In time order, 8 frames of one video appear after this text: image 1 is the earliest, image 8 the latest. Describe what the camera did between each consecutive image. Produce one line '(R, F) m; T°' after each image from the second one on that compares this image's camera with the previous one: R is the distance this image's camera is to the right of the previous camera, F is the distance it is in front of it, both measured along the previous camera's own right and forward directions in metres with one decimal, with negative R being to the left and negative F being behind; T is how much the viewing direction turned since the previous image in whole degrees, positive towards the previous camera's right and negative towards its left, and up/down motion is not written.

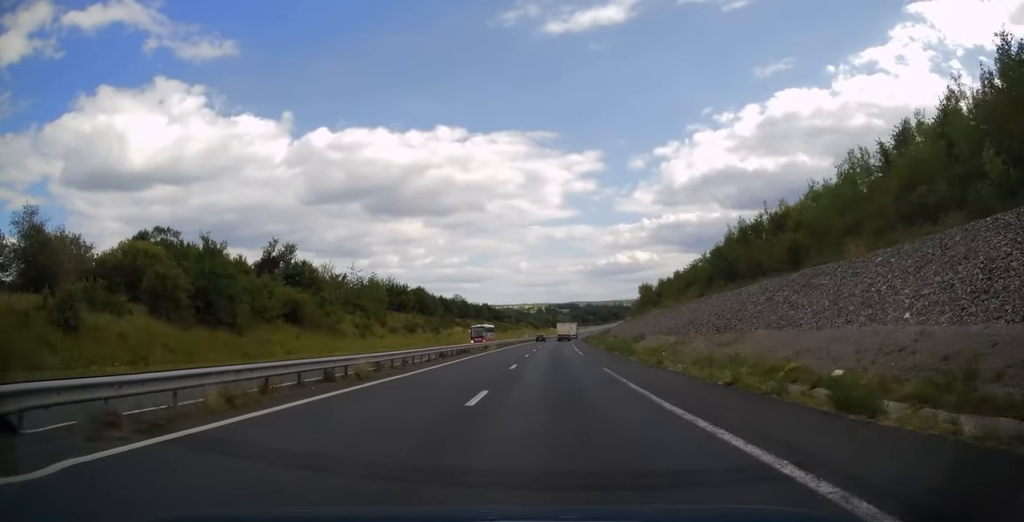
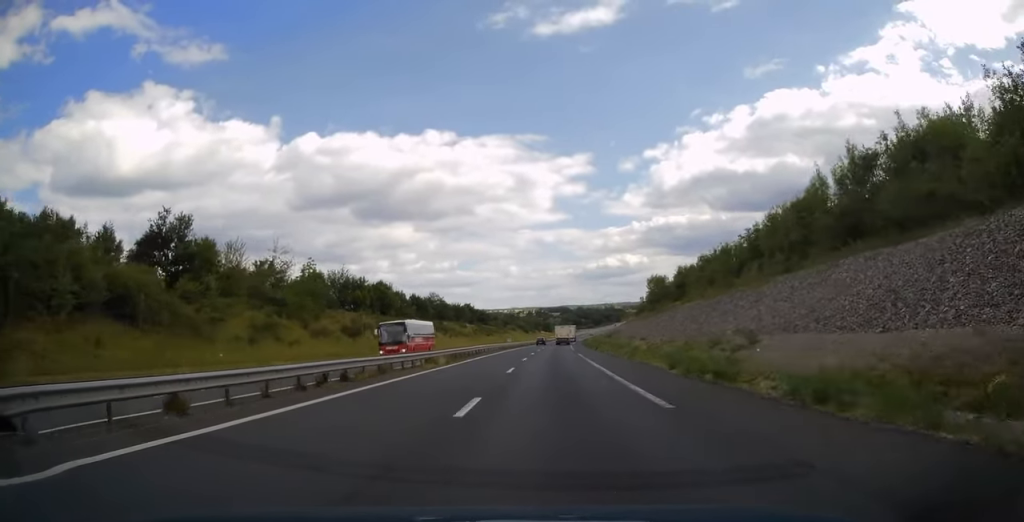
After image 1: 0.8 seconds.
(+0.3, +27.6) m; +1°
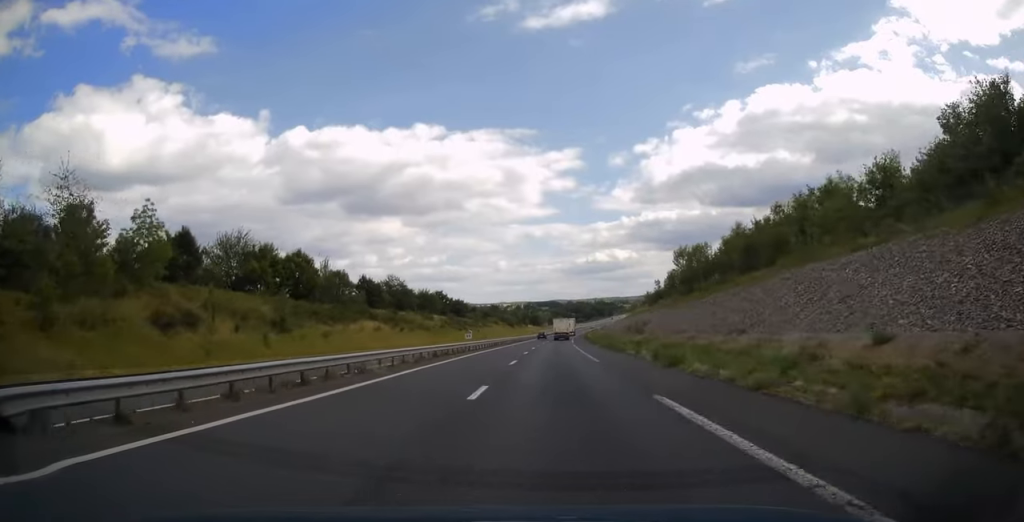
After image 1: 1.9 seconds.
(+0.3, +37.6) m; +1°
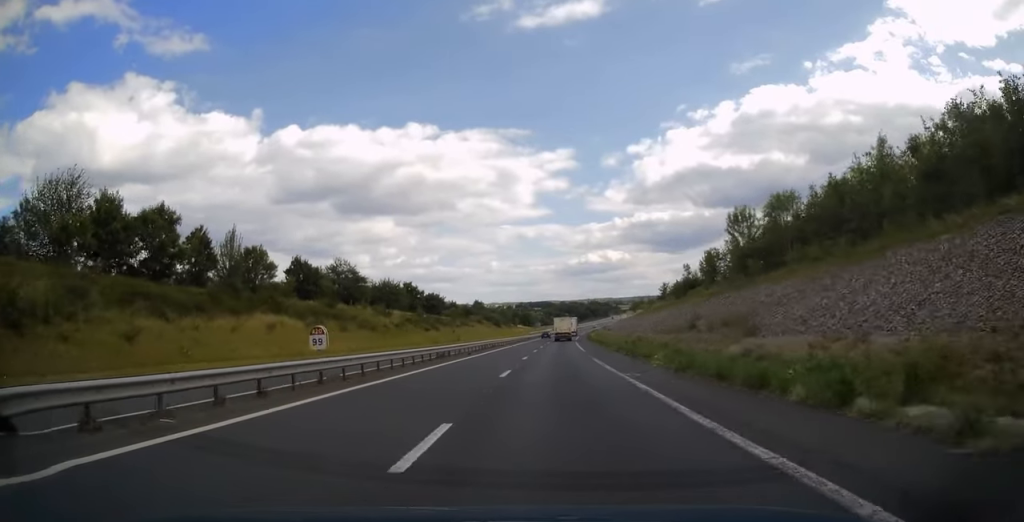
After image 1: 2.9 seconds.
(+0.3, +32.7) m; +1°
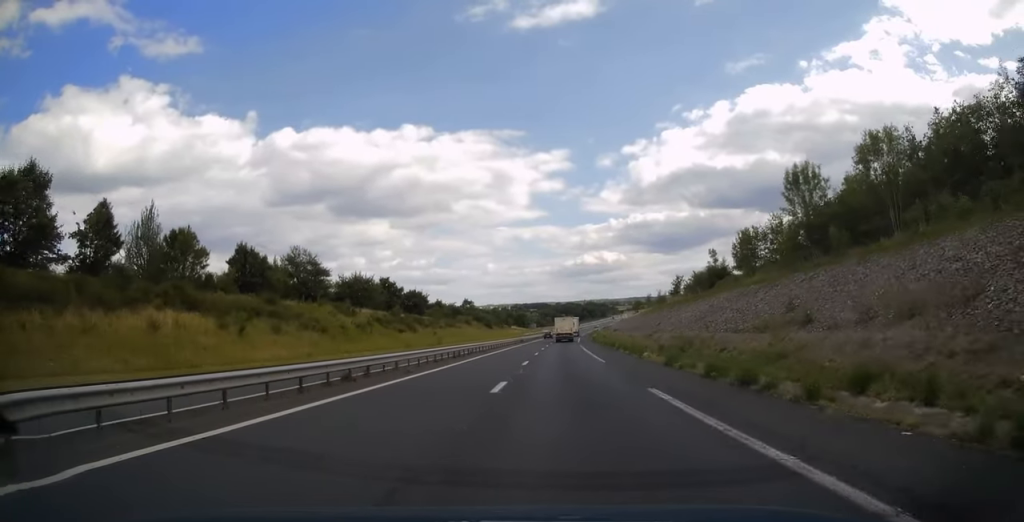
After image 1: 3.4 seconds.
(0.0, +17.8) m; 0°
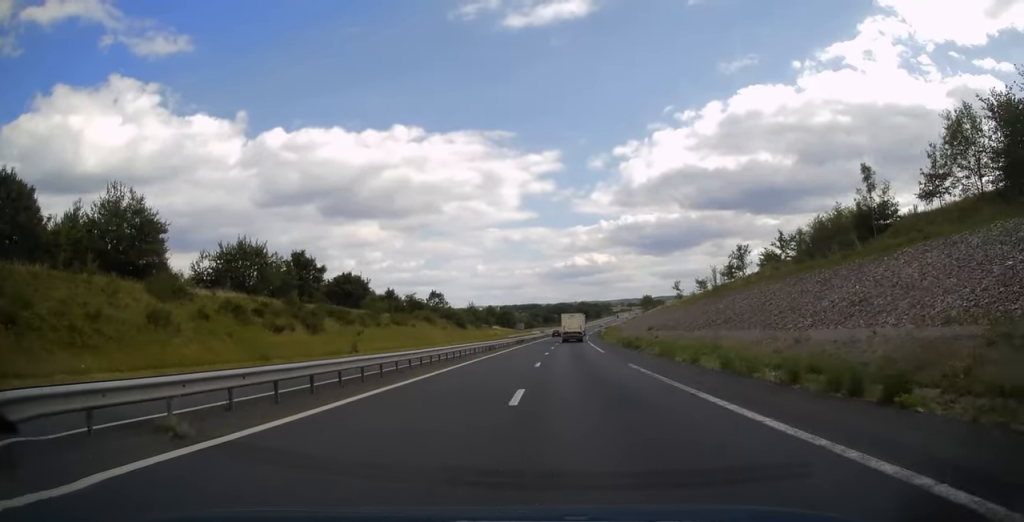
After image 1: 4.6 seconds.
(+0.4, +42.7) m; +1°
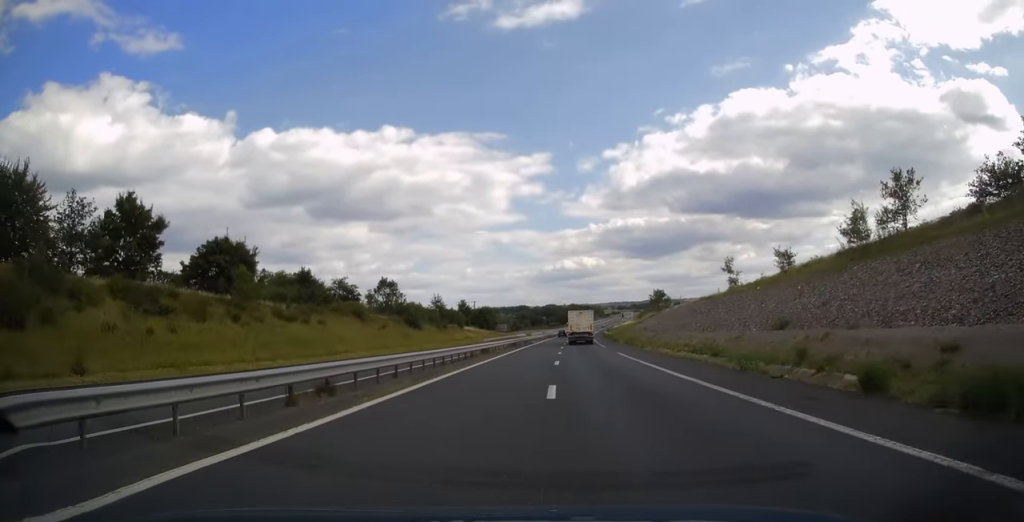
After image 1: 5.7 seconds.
(+0.3, +38.7) m; +1°
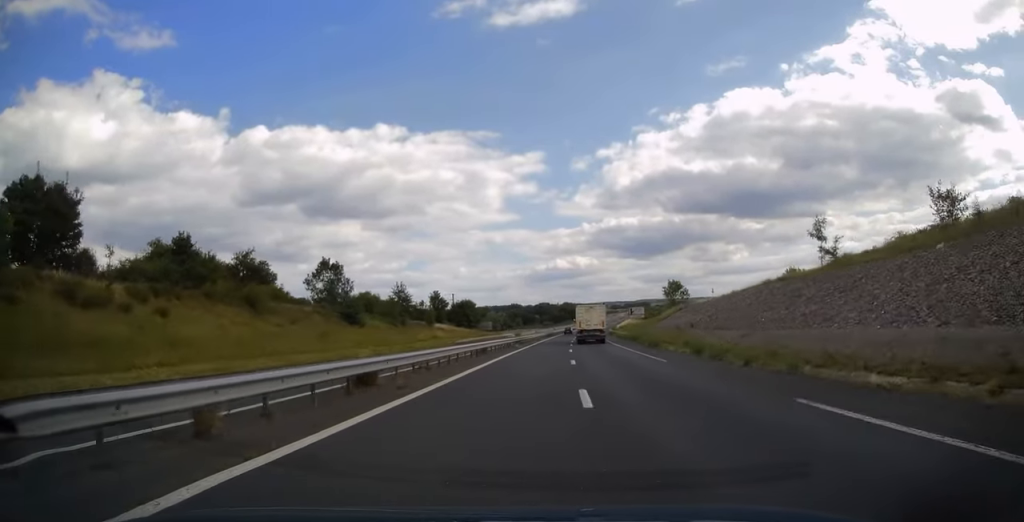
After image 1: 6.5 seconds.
(+0.2, +28.3) m; +1°
